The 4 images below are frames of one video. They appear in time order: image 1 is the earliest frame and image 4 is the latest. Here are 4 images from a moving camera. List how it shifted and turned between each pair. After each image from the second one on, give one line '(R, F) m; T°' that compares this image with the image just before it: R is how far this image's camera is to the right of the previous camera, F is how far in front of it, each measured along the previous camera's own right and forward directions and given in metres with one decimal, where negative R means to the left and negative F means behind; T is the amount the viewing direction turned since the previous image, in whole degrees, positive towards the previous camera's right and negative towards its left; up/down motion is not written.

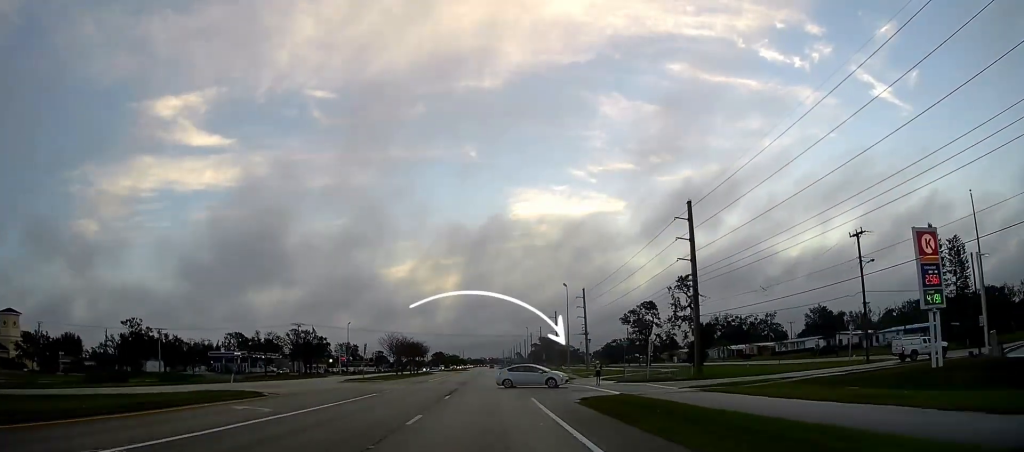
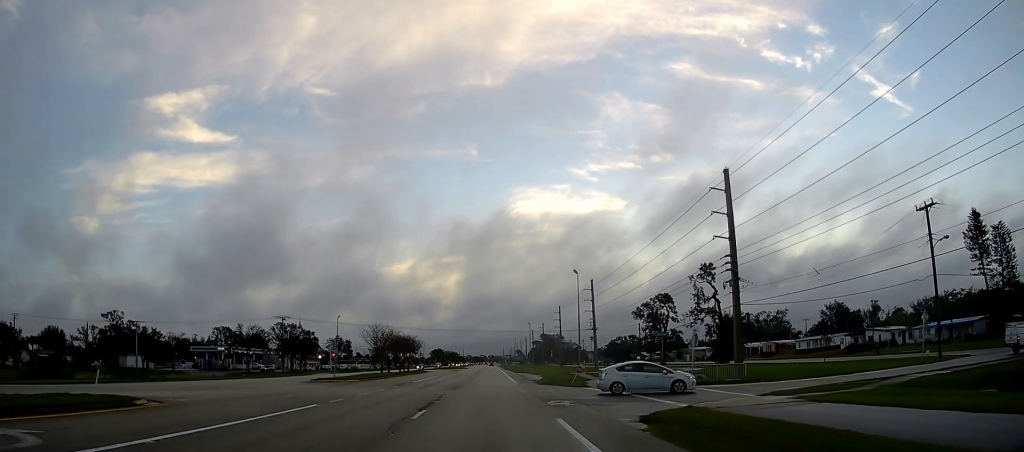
(0.0, +18.5) m; 0°
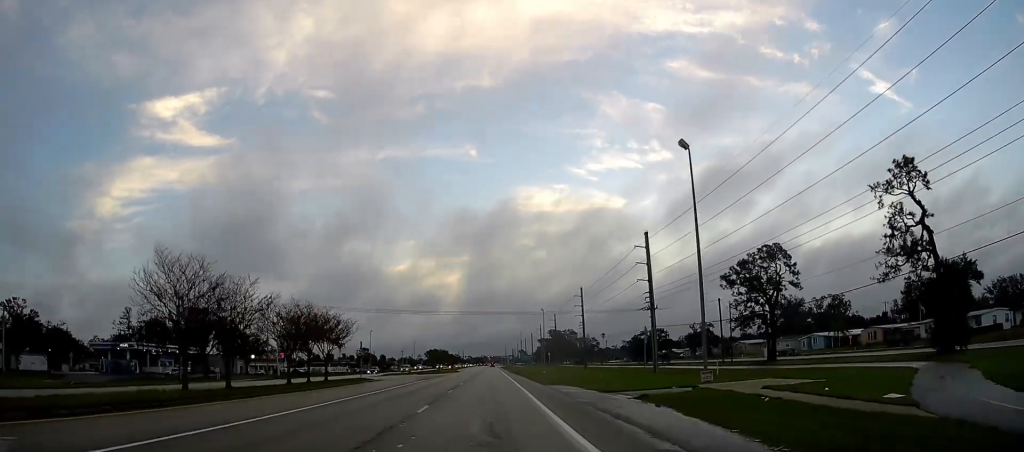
(-0.3, +57.9) m; 0°
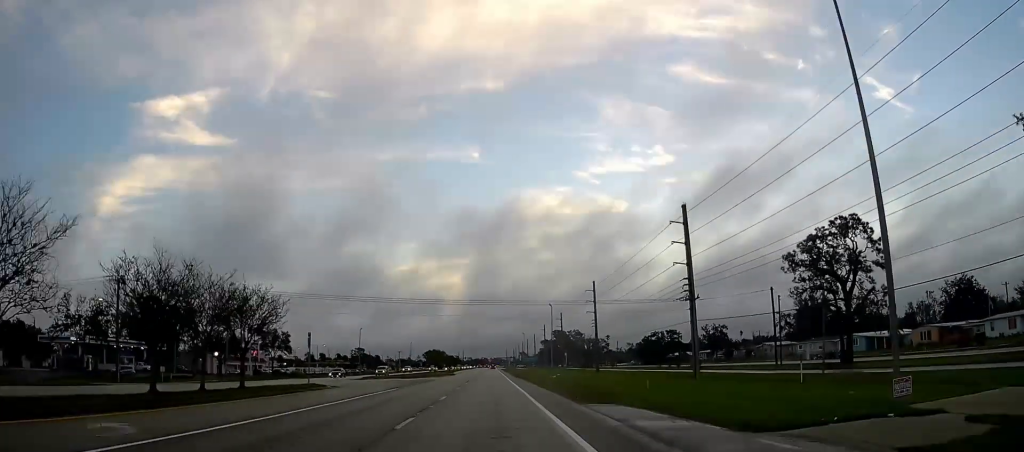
(0.0, +15.2) m; 0°
